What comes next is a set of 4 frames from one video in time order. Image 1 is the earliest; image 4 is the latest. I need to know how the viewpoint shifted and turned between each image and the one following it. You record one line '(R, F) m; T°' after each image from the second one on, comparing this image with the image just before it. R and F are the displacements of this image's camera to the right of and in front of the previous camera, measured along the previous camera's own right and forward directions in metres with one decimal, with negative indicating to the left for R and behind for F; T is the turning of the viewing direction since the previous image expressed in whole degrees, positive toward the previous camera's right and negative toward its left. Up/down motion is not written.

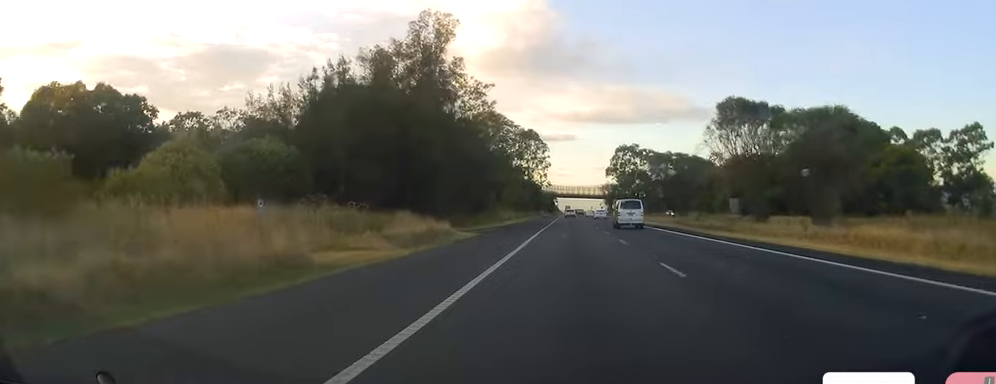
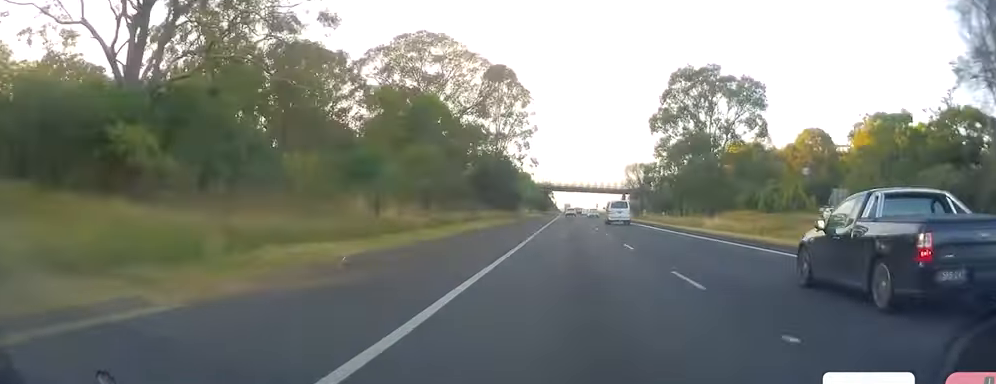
(-0.2, +75.4) m; 0°
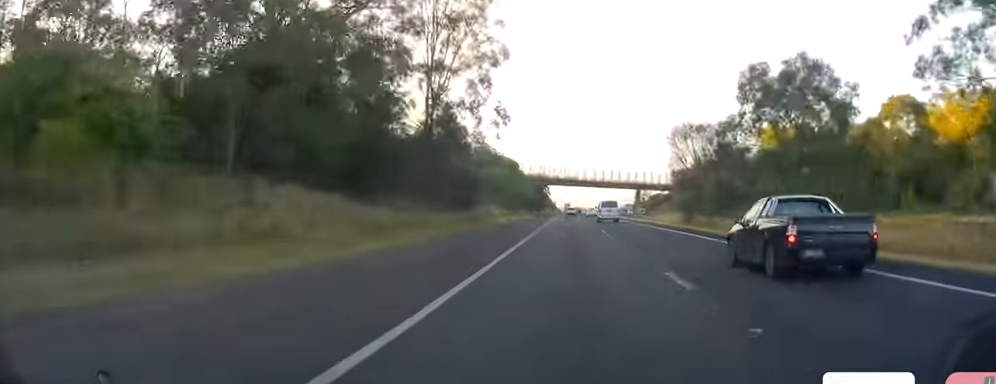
(-0.8, +47.6) m; -1°
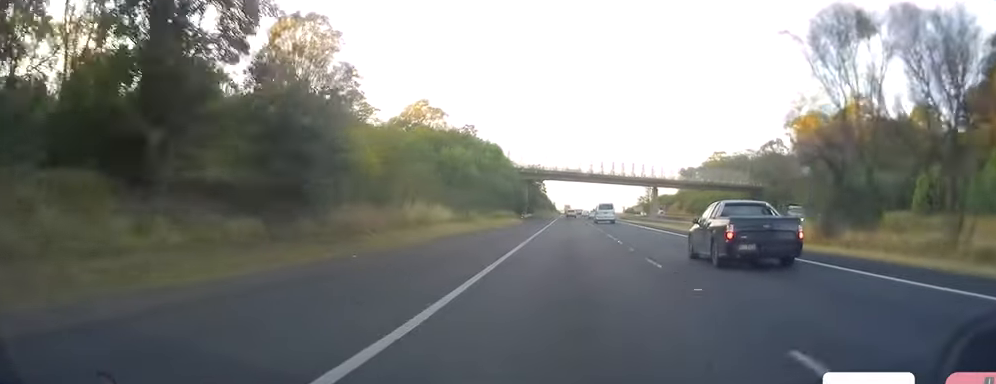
(+0.5, +34.2) m; 0°
